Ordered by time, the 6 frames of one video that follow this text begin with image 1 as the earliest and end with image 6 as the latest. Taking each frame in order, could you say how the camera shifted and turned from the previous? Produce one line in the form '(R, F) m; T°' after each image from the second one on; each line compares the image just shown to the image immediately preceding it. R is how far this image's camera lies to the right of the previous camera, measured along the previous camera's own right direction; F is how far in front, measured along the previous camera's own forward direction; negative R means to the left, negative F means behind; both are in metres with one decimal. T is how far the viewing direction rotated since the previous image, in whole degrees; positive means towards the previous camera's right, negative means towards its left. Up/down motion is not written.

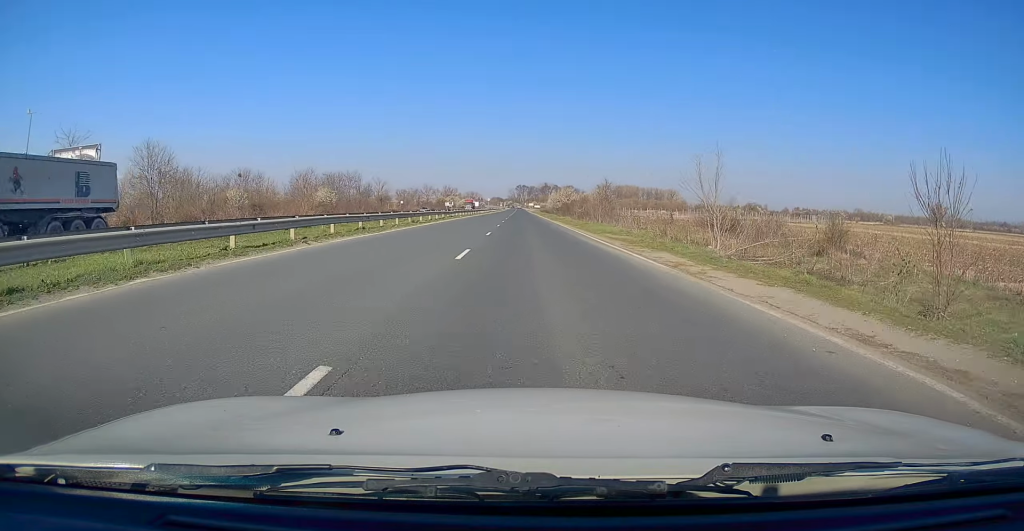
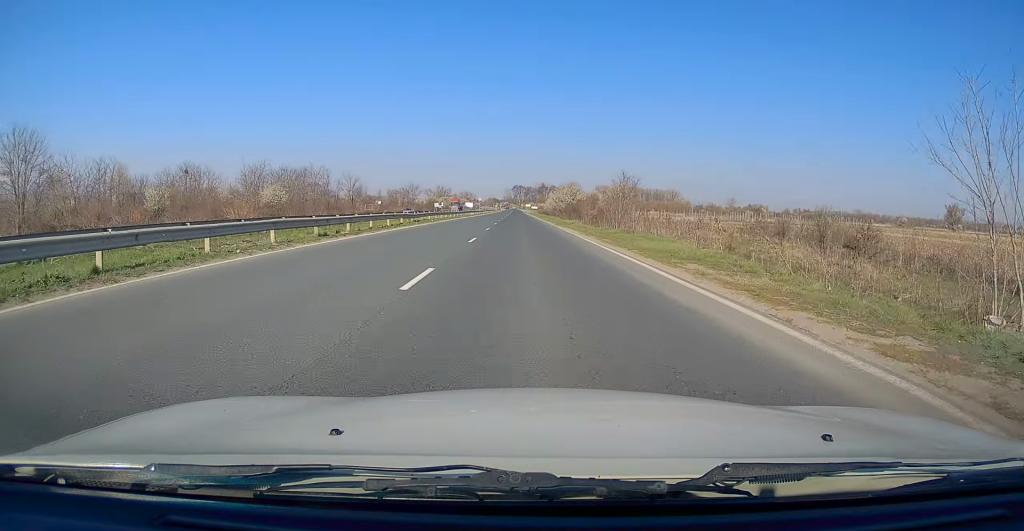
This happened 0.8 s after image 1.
(0.0, +16.6) m; 0°
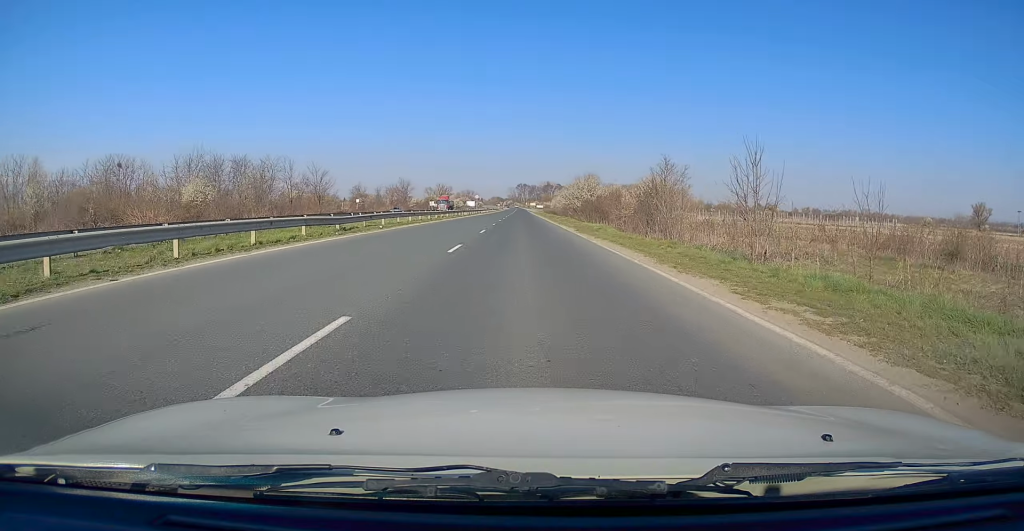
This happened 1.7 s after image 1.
(0.0, +17.2) m; 0°
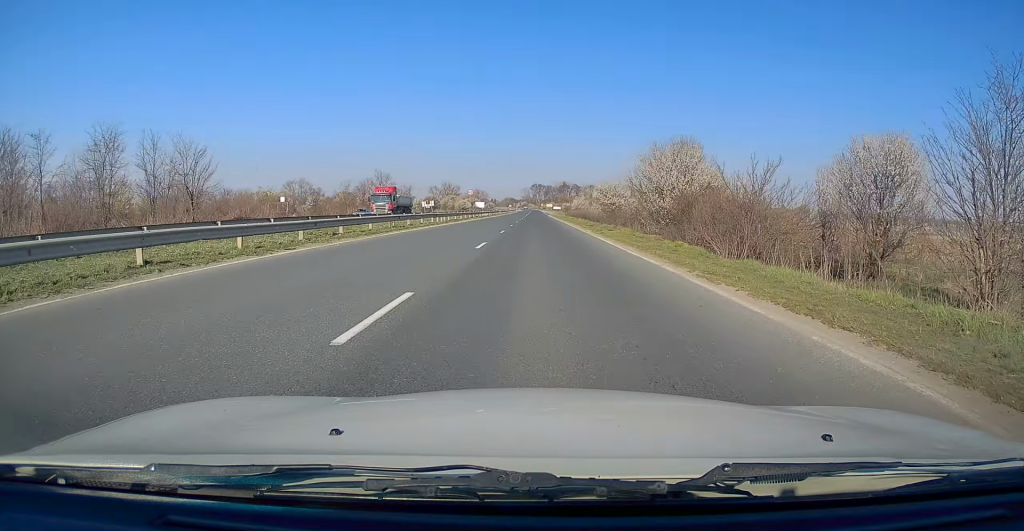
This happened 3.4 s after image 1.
(0.0, +33.8) m; 0°
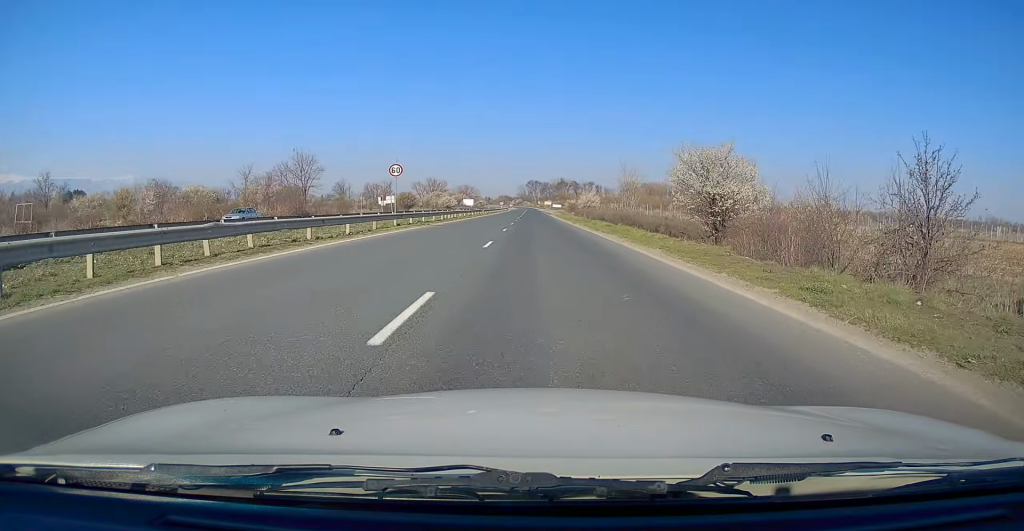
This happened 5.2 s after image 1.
(-0.5, +35.7) m; -1°
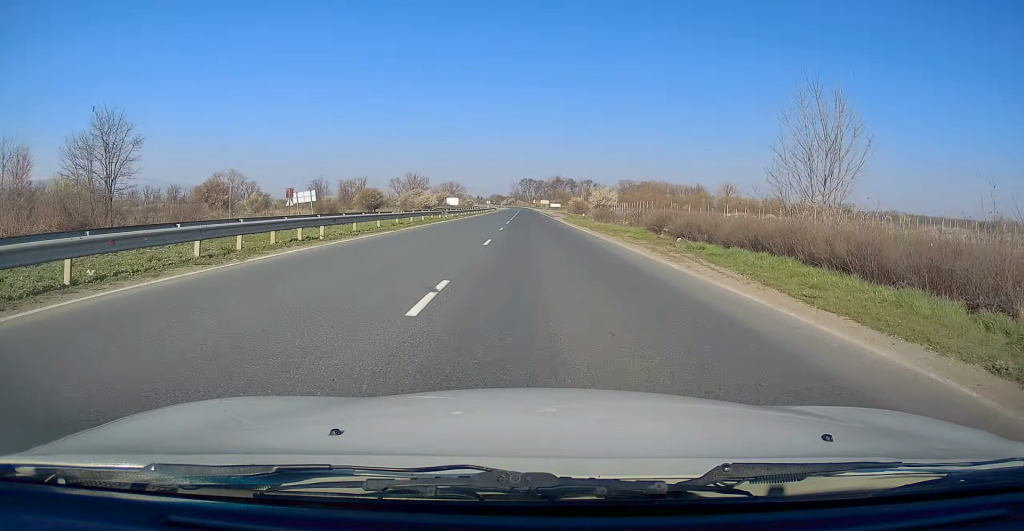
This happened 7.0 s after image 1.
(+0.5, +34.7) m; +1°
